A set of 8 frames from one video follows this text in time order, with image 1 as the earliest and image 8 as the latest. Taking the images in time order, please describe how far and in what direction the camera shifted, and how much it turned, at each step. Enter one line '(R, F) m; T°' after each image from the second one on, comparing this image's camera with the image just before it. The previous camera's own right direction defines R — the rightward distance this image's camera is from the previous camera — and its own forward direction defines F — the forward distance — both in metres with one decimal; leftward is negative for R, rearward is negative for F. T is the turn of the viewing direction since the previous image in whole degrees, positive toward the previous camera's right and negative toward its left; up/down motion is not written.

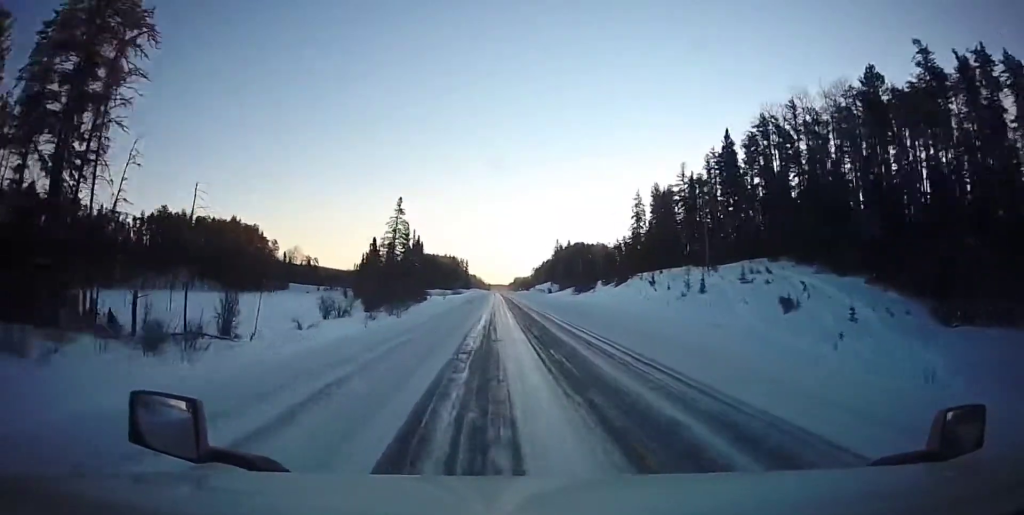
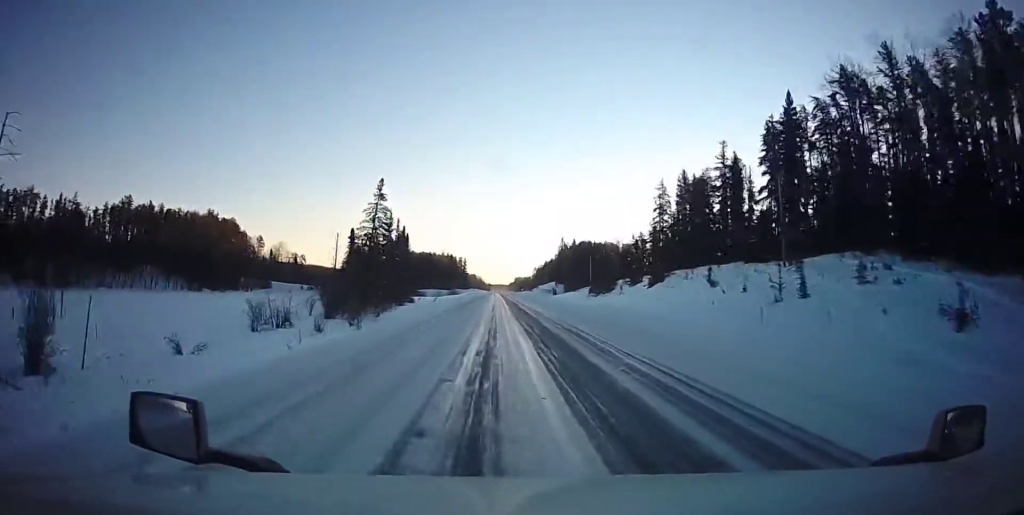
(-0.1, +19.1) m; 0°
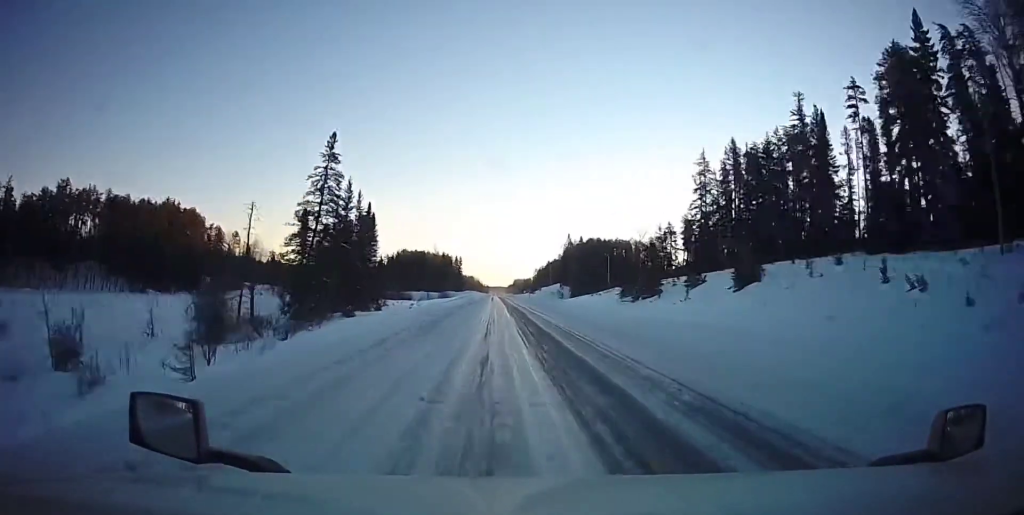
(+0.3, +25.5) m; +1°
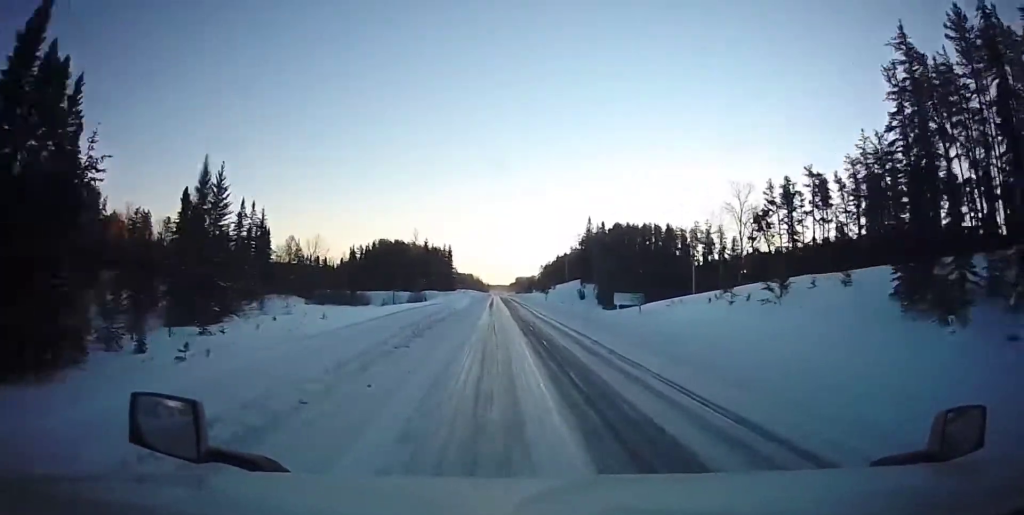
(+0.1, +53.6) m; +1°
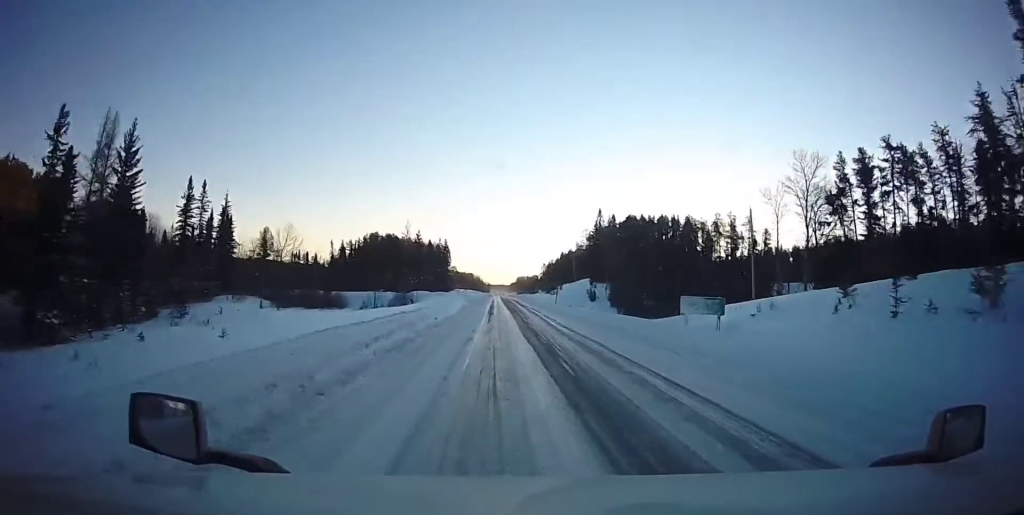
(+0.4, +17.0) m; -1°
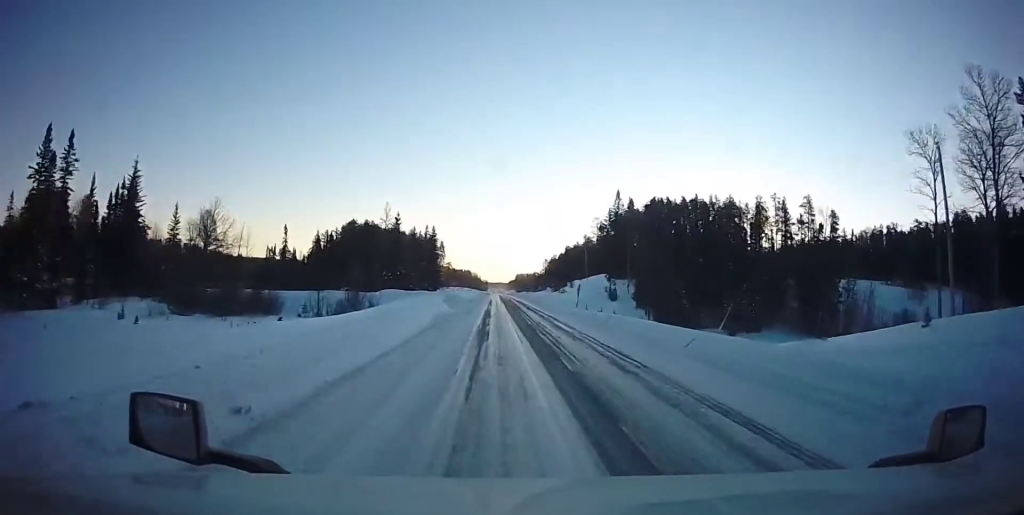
(-0.5, +27.2) m; -1°
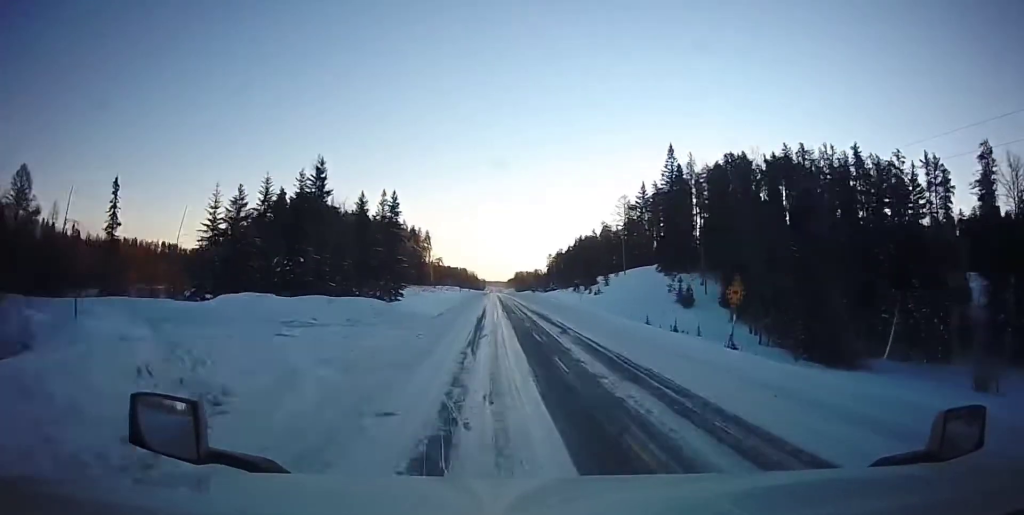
(-0.2, +46.3) m; -1°
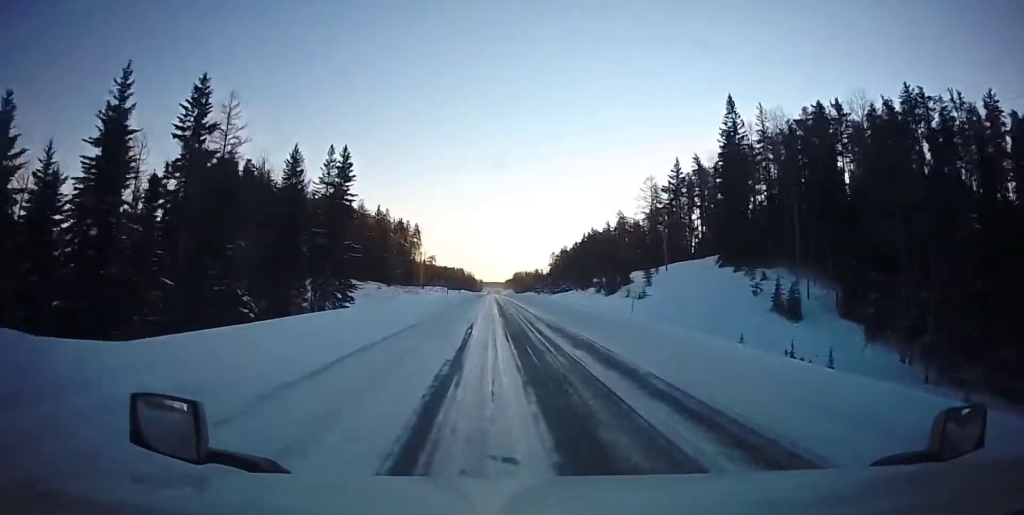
(-0.2, +26.6) m; 0°
